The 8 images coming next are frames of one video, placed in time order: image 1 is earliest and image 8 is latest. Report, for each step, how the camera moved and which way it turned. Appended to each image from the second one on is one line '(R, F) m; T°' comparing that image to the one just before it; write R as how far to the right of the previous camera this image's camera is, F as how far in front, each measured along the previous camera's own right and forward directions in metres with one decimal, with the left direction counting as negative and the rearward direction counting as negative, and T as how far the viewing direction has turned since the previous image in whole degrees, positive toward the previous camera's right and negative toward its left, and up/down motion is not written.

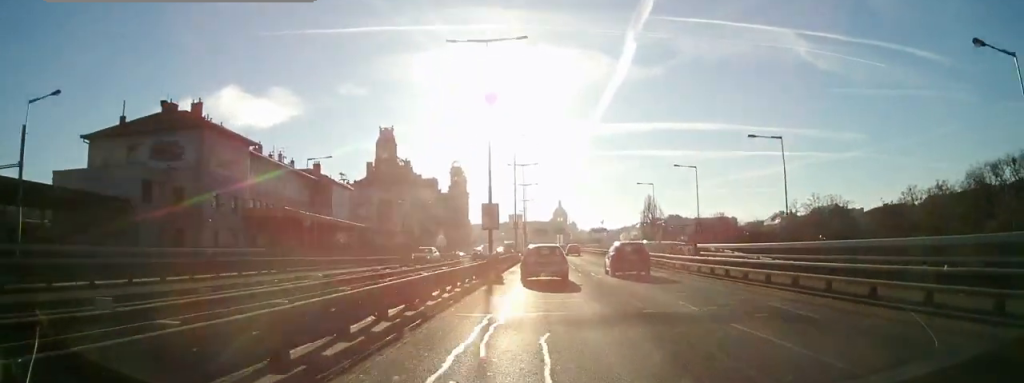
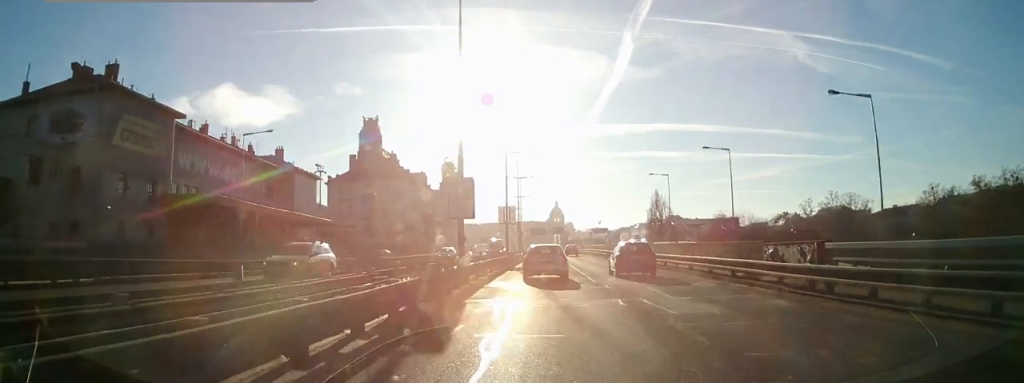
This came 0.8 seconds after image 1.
(+0.3, +14.0) m; +2°
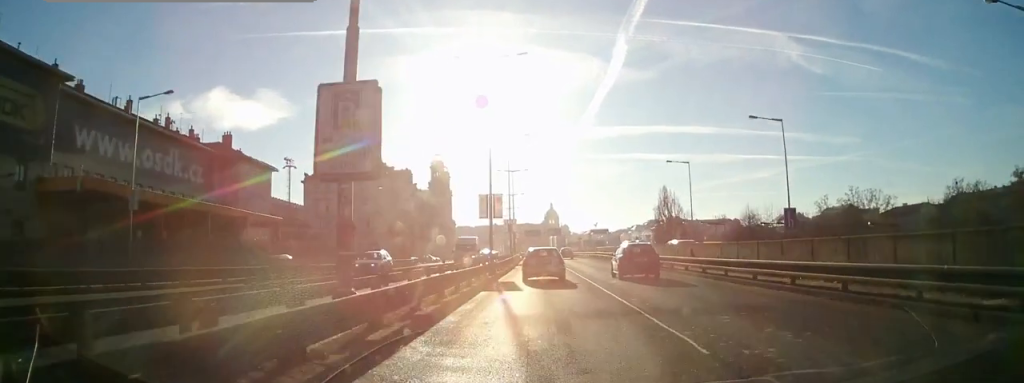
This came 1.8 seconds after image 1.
(+0.2, +15.0) m; +1°
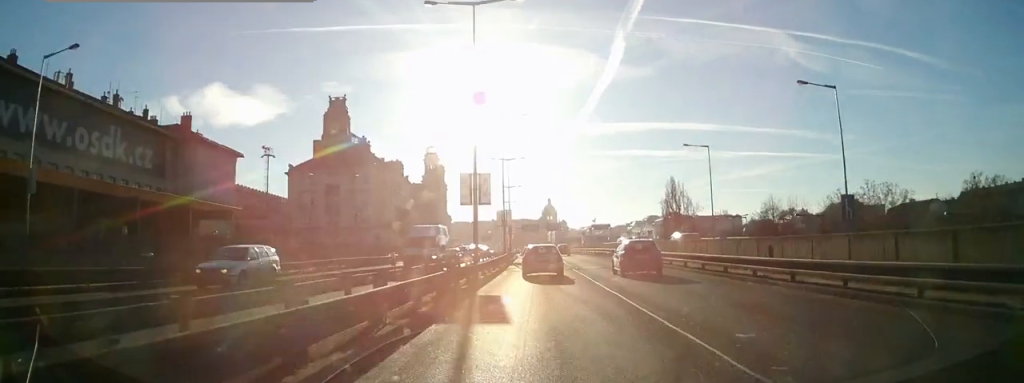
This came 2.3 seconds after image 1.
(0.0, +9.0) m; 0°
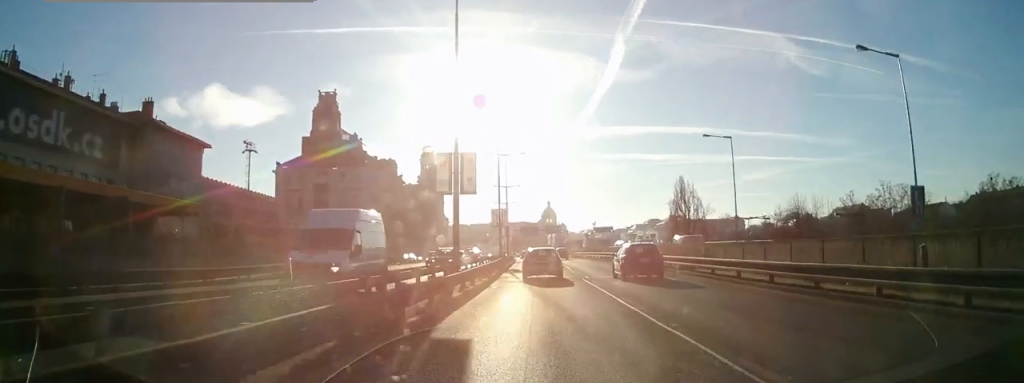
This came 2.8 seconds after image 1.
(+0.1, +7.6) m; 0°
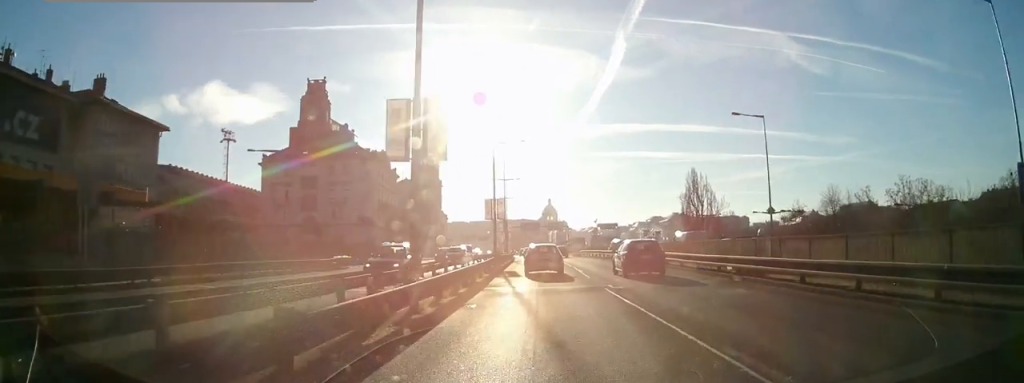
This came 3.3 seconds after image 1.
(0.0, +7.6) m; 0°
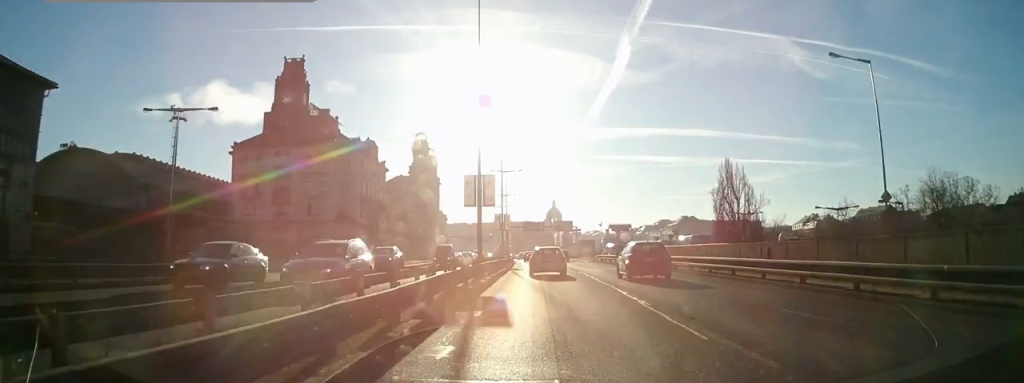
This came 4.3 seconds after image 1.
(+0.1, +15.9) m; +1°
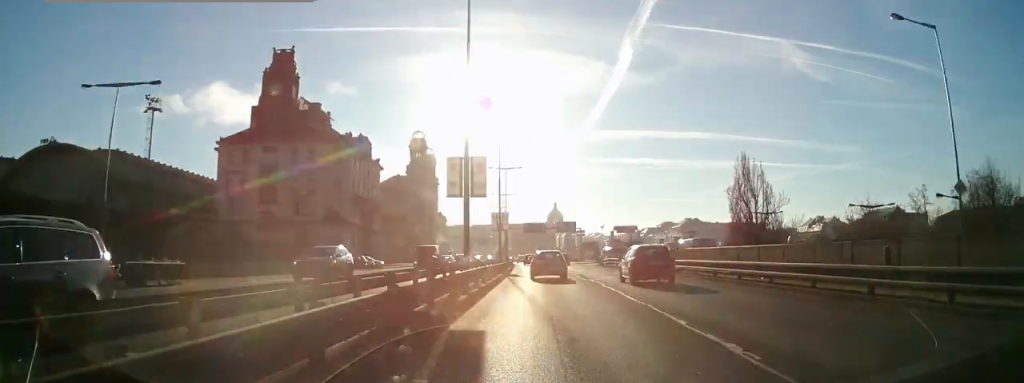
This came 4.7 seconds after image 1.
(+0.1, +6.4) m; 0°
